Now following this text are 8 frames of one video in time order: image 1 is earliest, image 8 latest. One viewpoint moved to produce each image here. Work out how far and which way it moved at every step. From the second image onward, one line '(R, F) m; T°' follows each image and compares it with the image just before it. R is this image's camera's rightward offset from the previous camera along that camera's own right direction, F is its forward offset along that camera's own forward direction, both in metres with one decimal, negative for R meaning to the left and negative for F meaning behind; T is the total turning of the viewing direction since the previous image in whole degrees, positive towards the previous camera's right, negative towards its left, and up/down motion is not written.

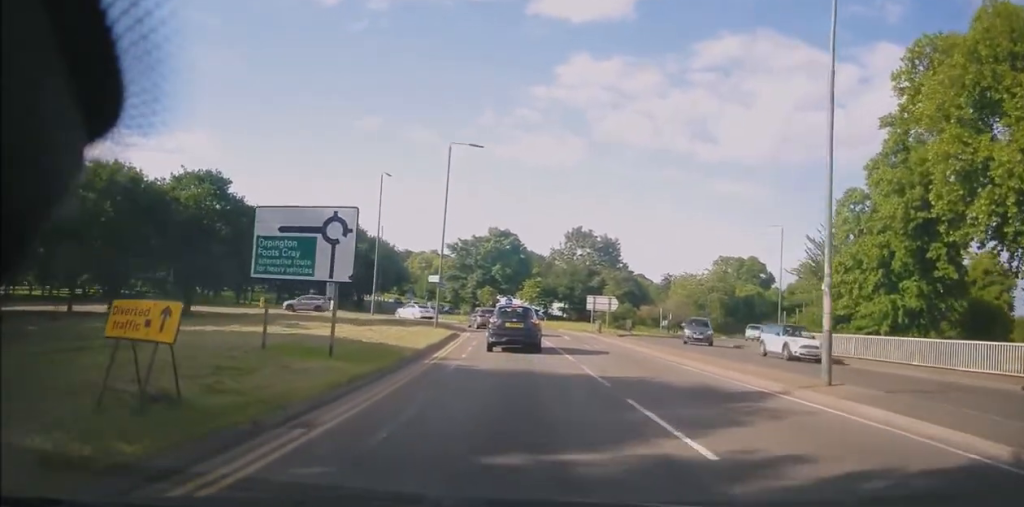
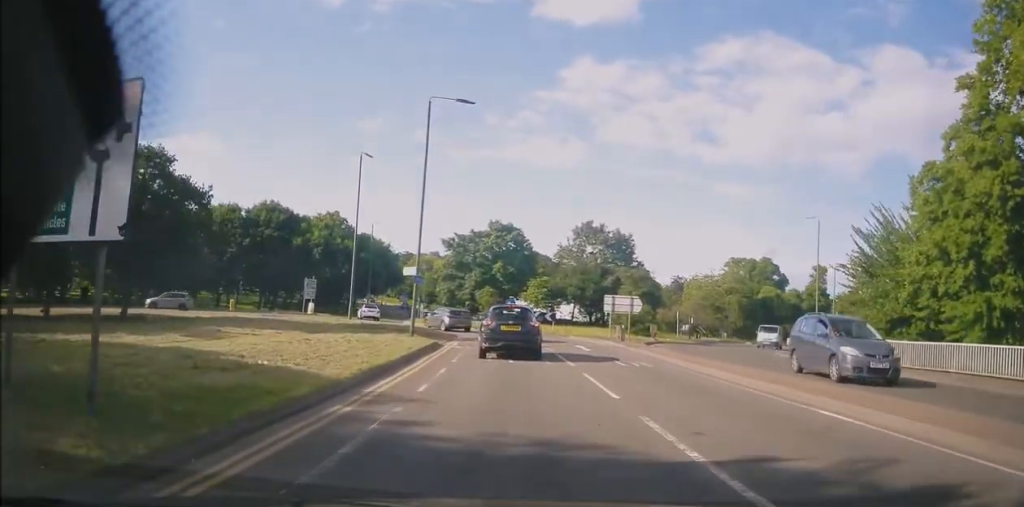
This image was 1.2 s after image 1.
(-0.3, +8.2) m; -1°
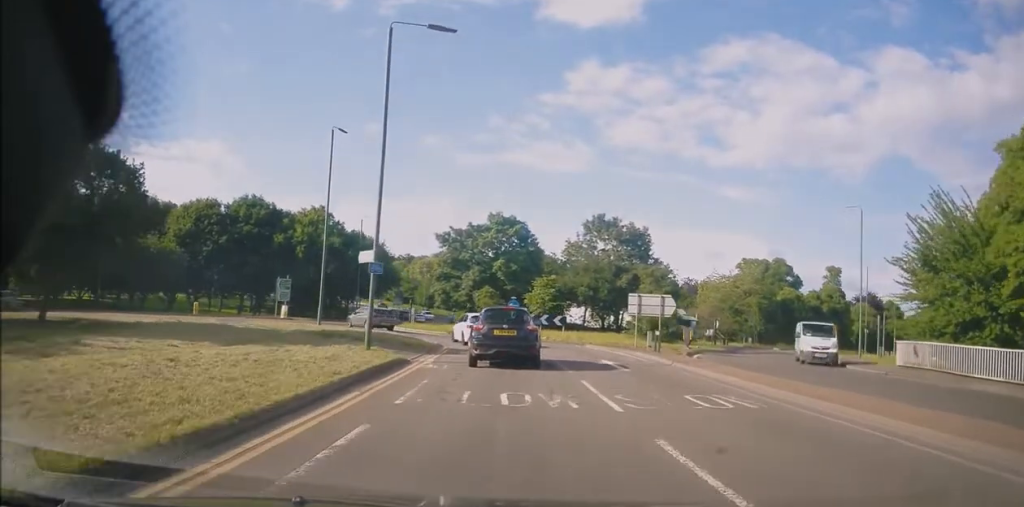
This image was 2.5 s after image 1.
(+0.2, +7.6) m; 0°
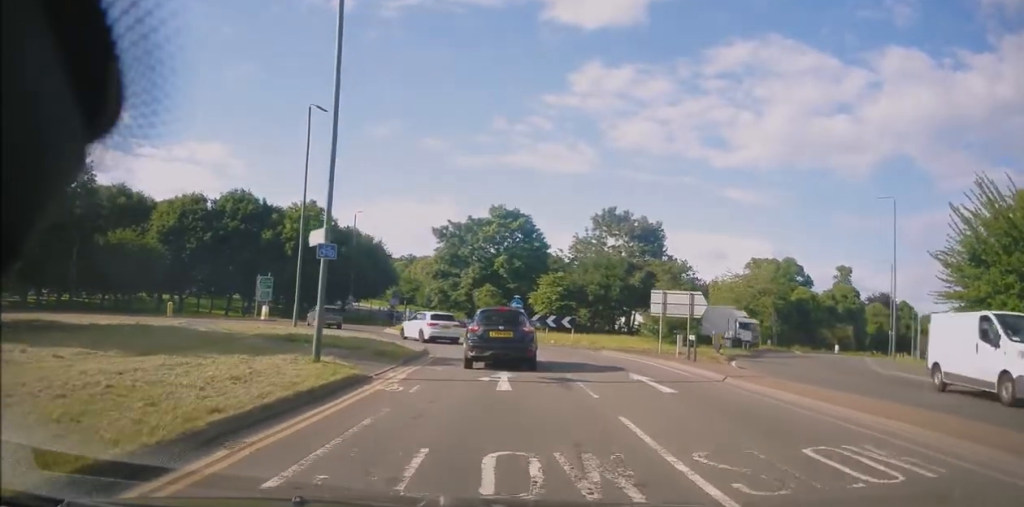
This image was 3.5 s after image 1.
(-0.1, +4.8) m; -2°
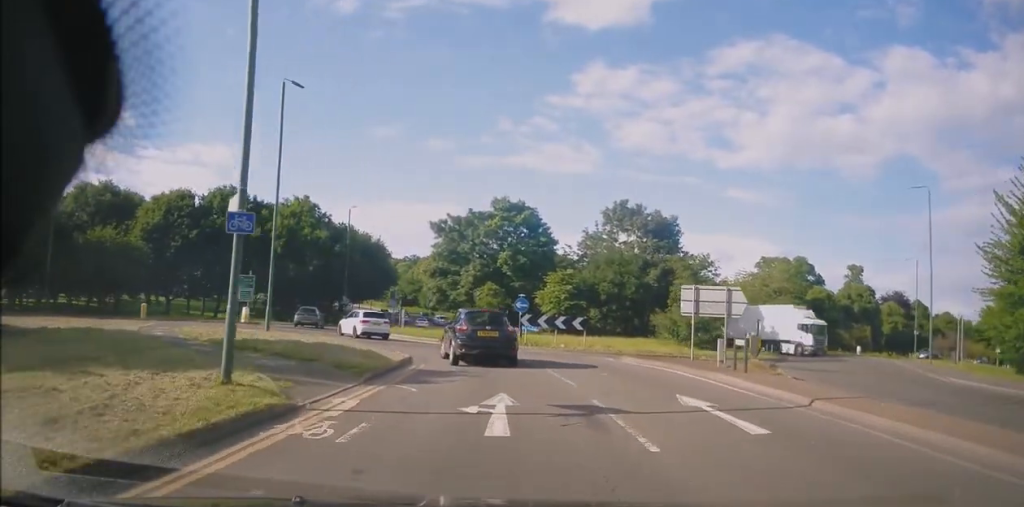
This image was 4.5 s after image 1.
(0.0, +4.2) m; -1°
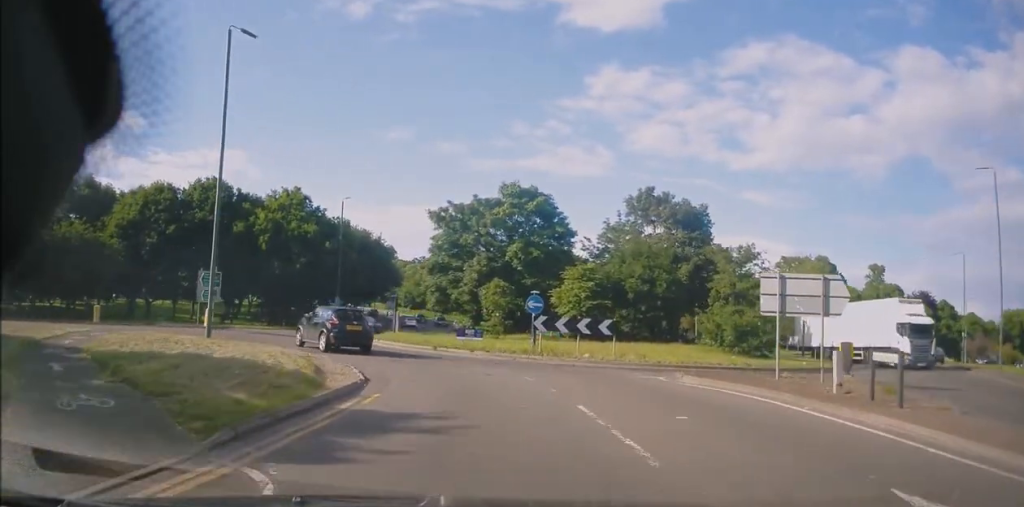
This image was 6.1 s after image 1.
(-0.1, +6.8) m; -1°
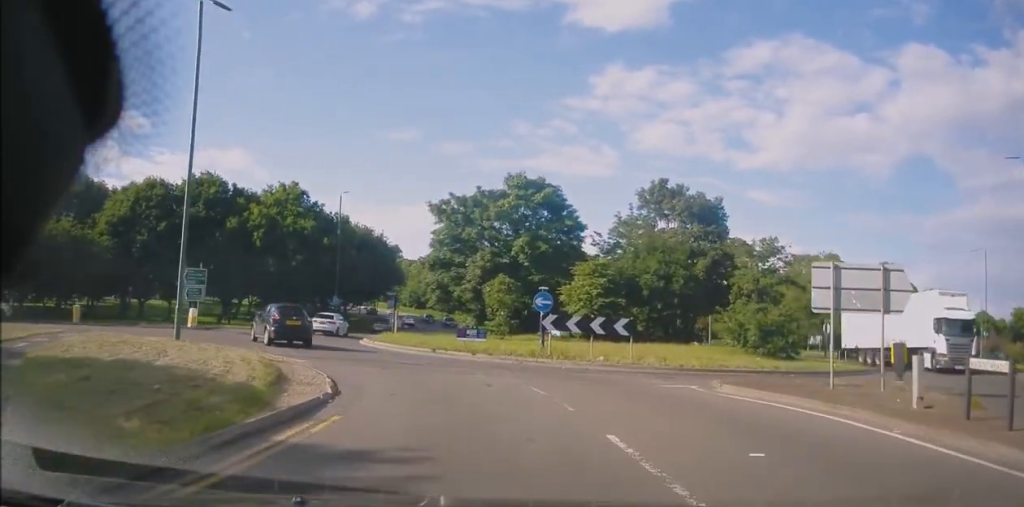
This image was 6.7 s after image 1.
(0.0, +2.7) m; -1°
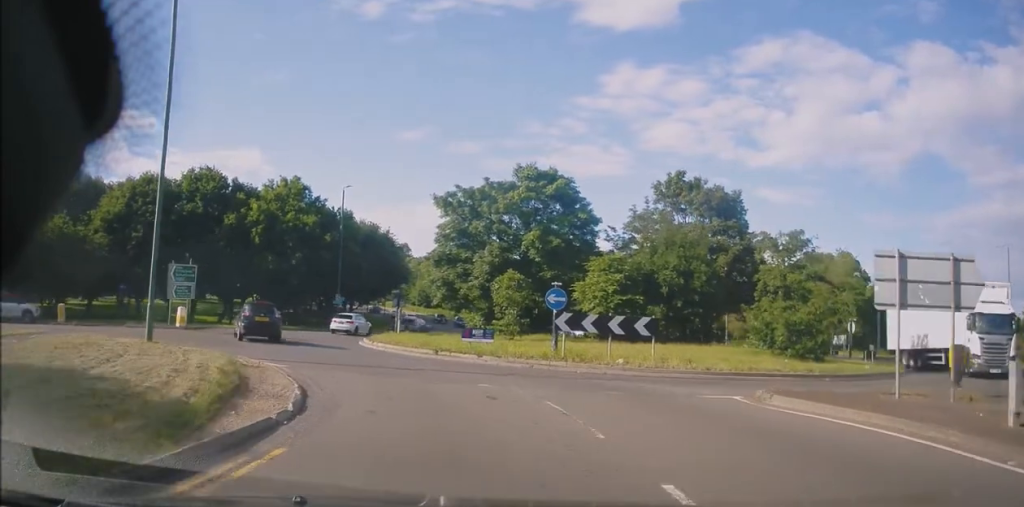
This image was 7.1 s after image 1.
(0.0, +2.0) m; -1°
